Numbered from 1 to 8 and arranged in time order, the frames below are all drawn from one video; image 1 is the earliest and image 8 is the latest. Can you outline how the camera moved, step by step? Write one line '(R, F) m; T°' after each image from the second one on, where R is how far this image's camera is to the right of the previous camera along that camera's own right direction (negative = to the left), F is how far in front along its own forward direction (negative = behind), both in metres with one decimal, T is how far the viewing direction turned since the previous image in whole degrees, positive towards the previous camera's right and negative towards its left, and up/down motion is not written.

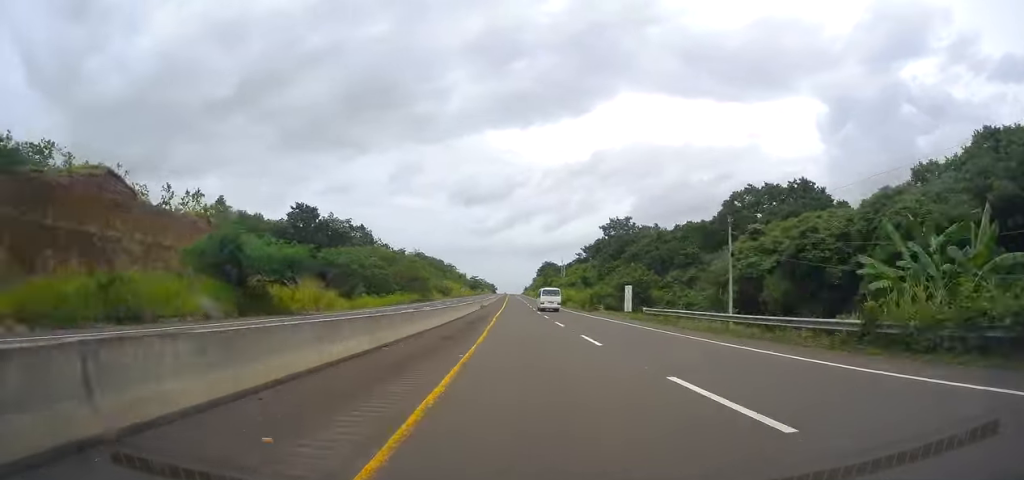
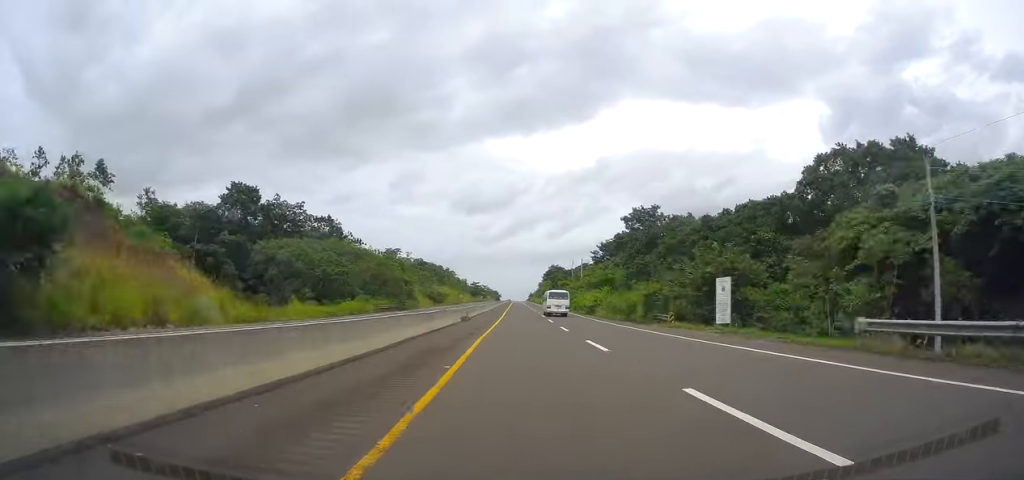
(-0.1, +25.5) m; -2°
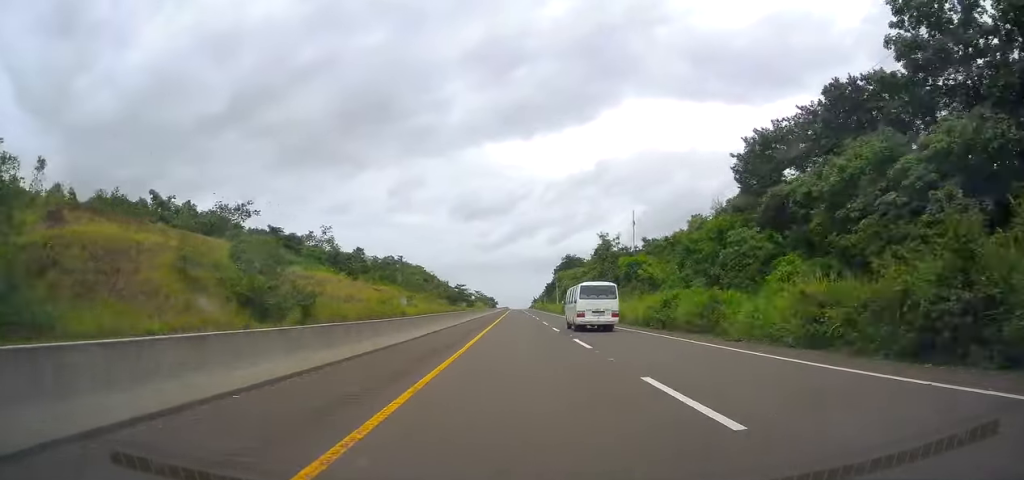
(-4.4, +97.7) m; -3°
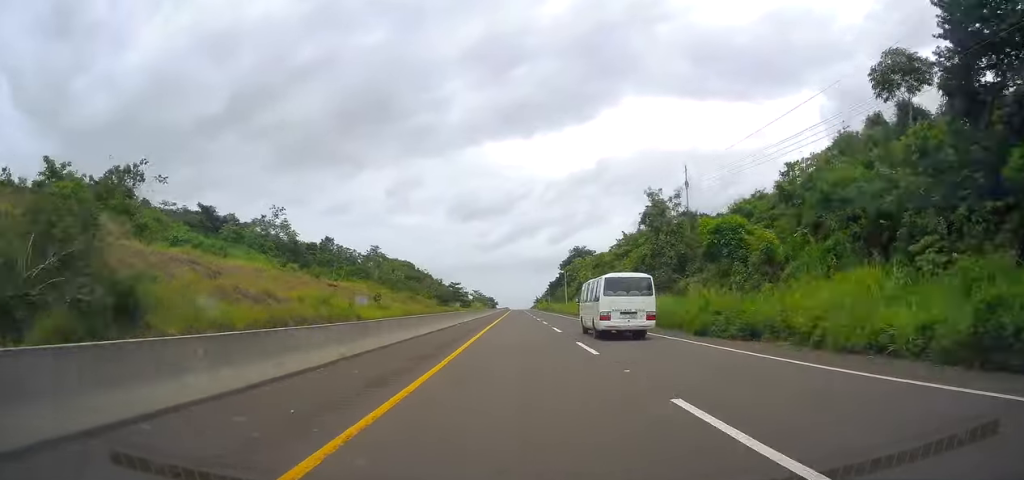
(+0.1, +27.7) m; 0°
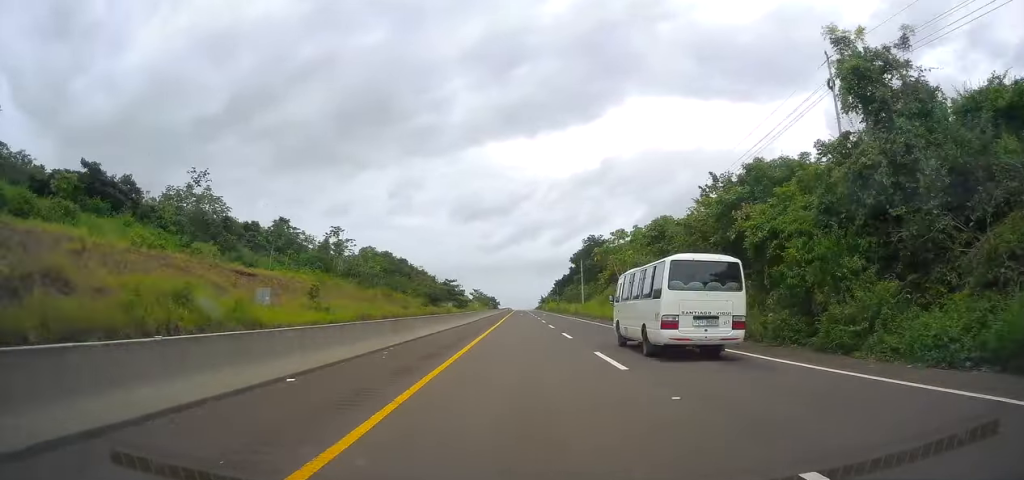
(+0.2, +29.8) m; 0°
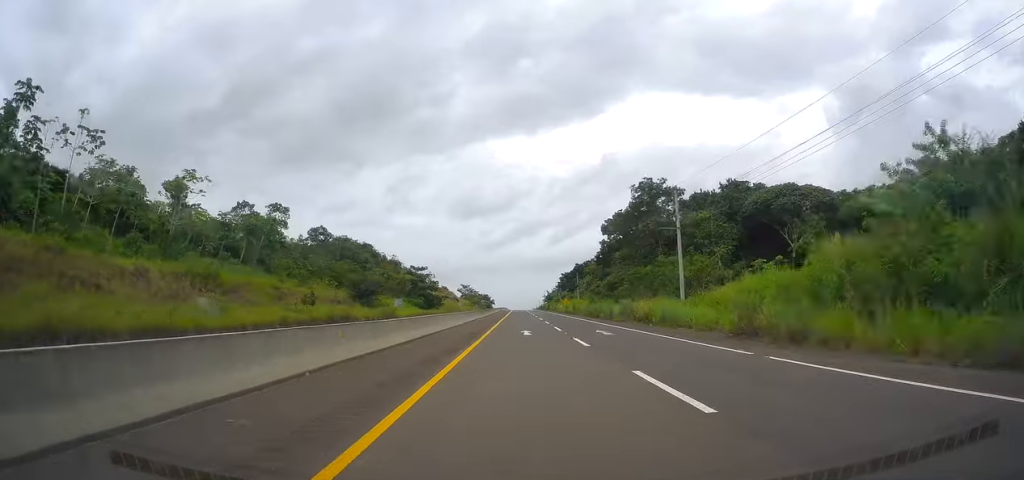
(0.0, +67.7) m; -1°
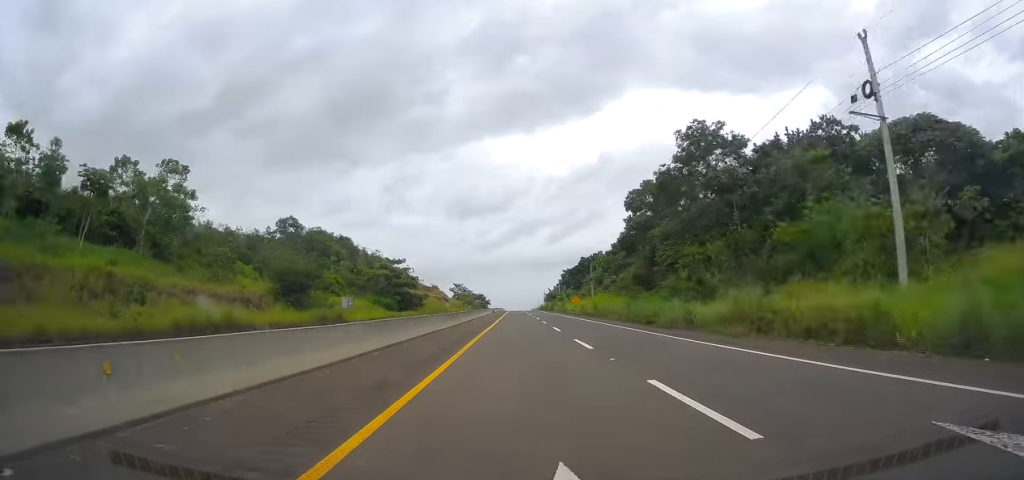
(-0.3, +26.6) m; 0°
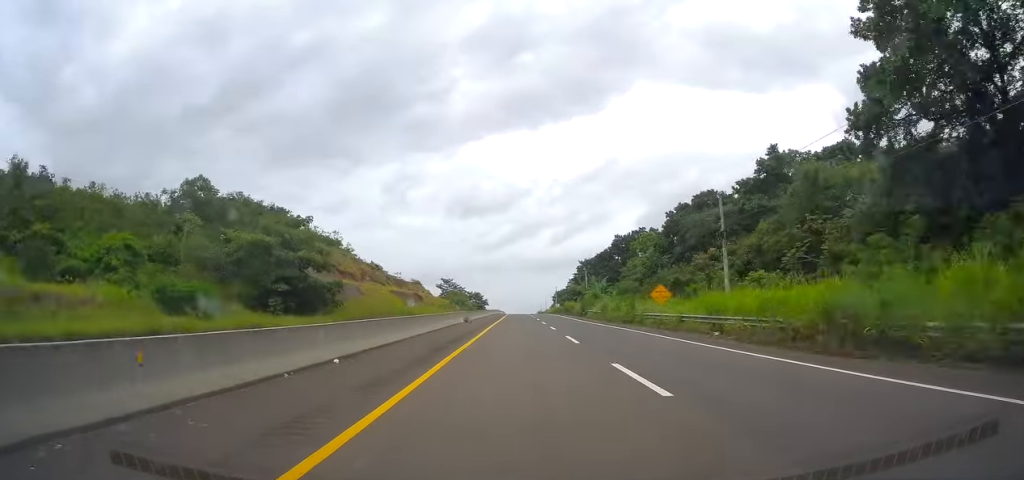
(-0.3, +59.3) m; 0°
